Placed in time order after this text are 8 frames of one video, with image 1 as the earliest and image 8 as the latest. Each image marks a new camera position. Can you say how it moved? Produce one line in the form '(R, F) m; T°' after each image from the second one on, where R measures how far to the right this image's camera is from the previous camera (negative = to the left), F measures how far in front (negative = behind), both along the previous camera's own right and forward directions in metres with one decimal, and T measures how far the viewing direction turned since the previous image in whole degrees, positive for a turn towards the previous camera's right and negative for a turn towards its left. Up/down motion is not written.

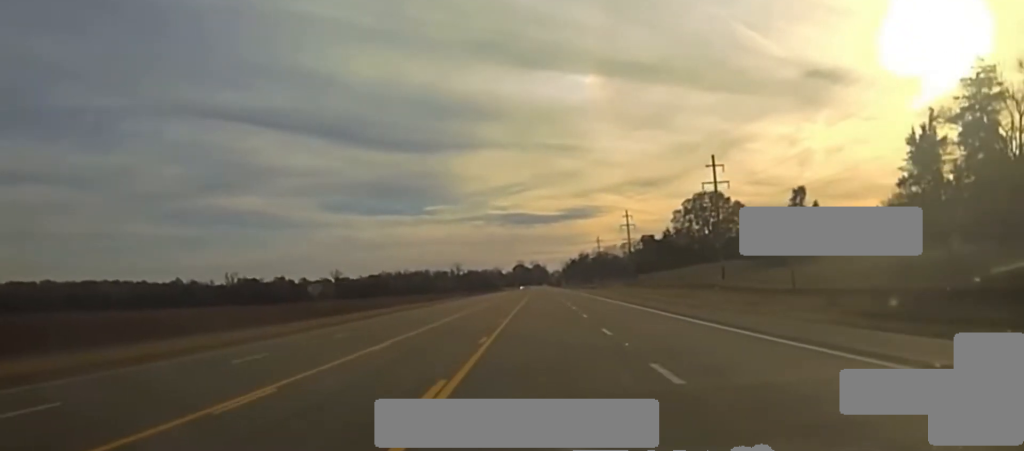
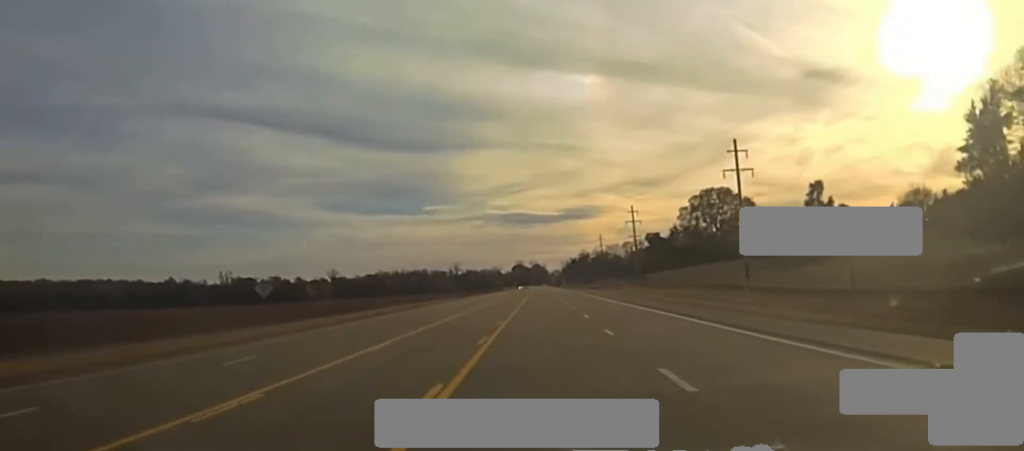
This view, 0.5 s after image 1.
(+0.3, +12.7) m; 0°
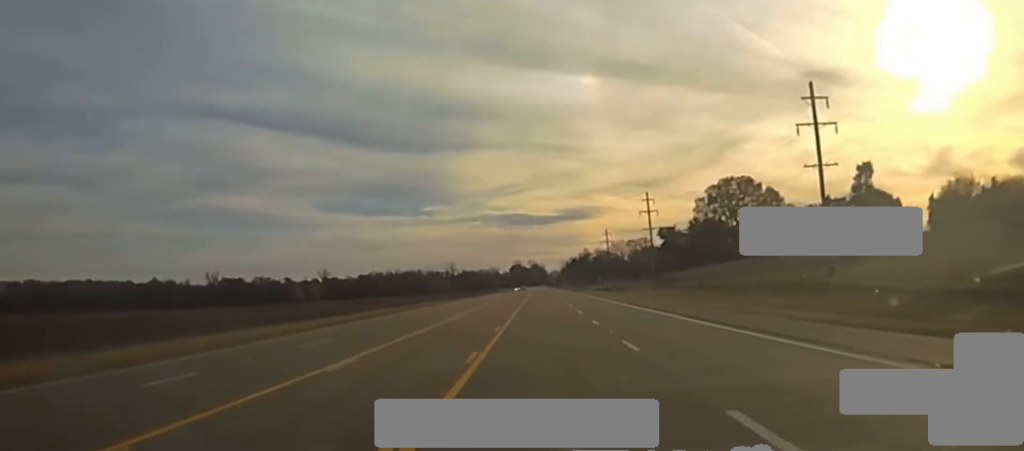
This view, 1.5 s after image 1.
(+0.1, +28.9) m; 0°
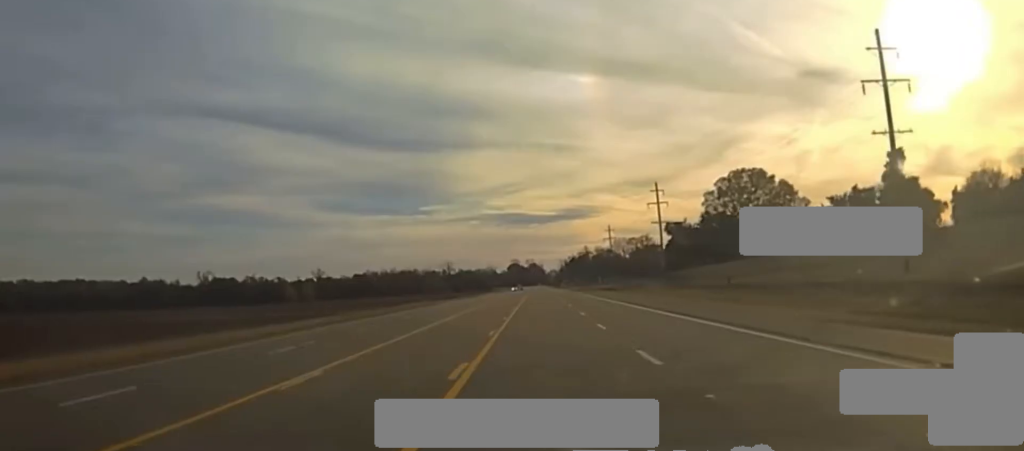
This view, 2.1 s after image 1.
(-0.1, +15.2) m; 0°
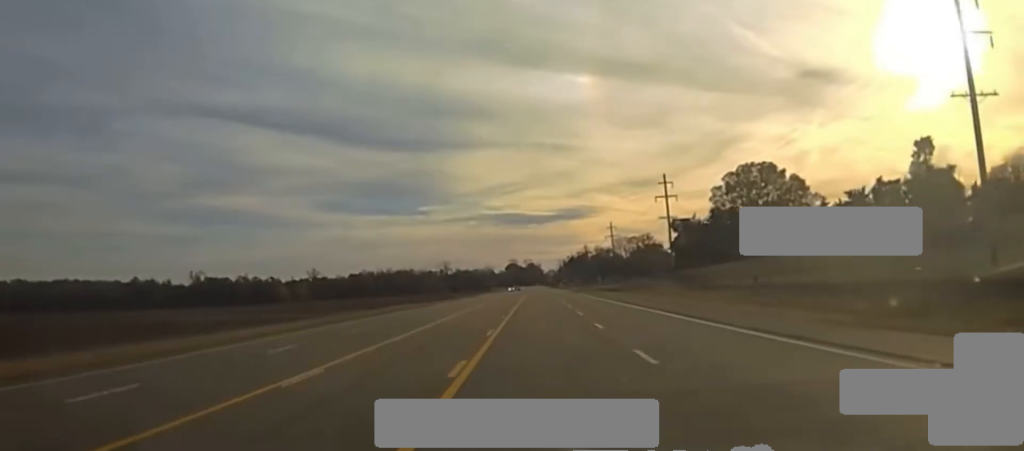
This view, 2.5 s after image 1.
(-0.1, +11.6) m; 0°
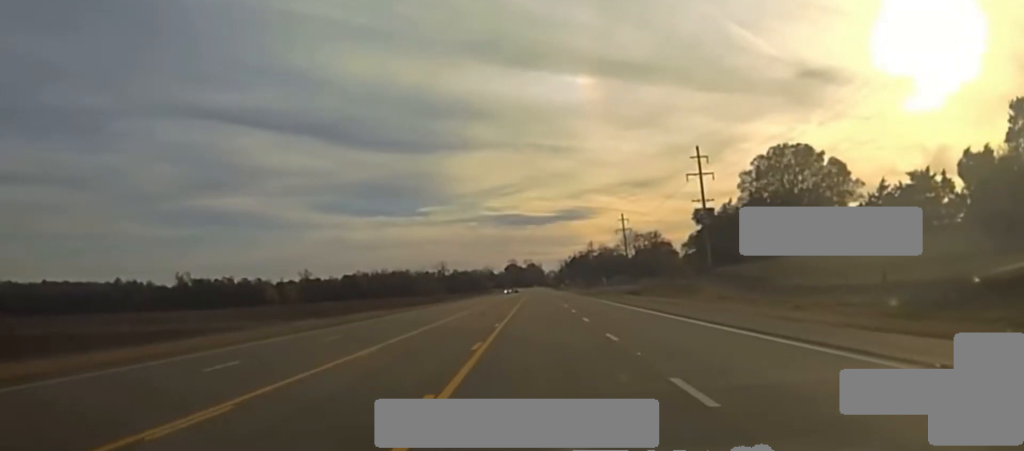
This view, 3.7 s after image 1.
(+0.5, +31.2) m; 0°
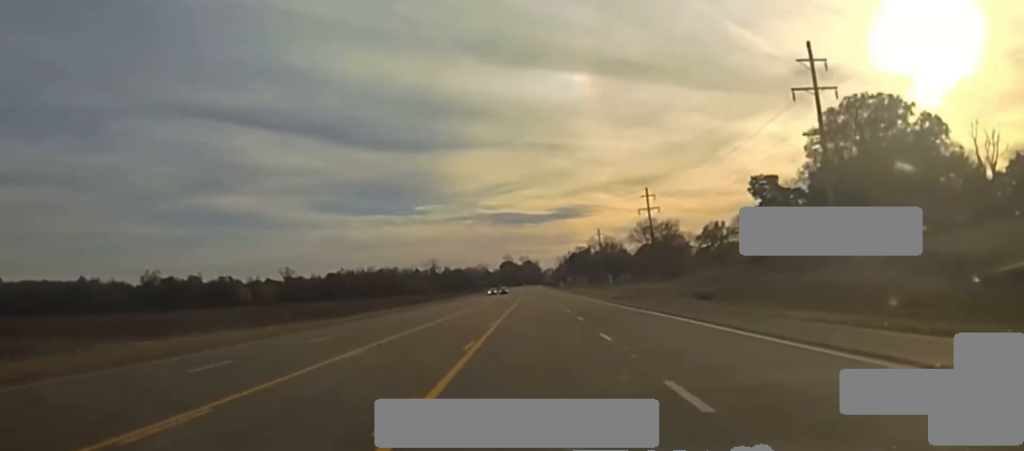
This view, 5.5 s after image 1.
(-0.7, +49.1) m; -1°
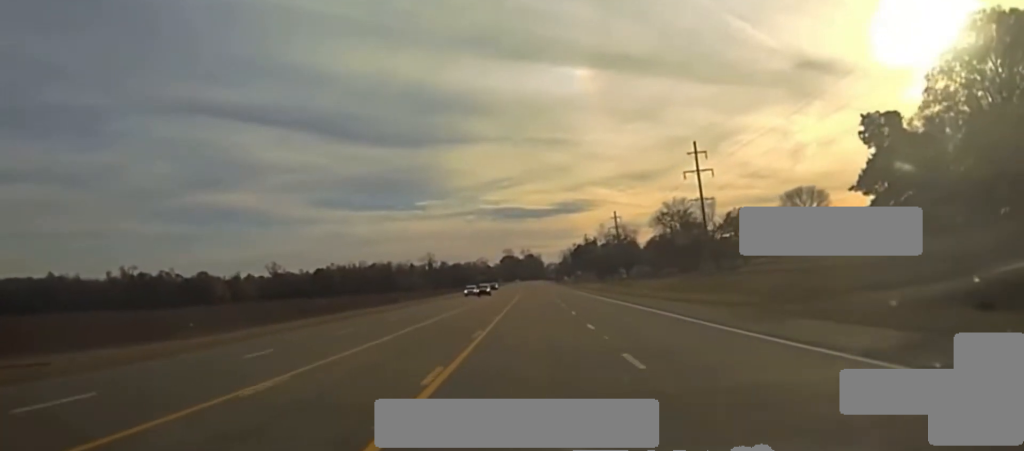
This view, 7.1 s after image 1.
(+0.1, +43.5) m; 0°
